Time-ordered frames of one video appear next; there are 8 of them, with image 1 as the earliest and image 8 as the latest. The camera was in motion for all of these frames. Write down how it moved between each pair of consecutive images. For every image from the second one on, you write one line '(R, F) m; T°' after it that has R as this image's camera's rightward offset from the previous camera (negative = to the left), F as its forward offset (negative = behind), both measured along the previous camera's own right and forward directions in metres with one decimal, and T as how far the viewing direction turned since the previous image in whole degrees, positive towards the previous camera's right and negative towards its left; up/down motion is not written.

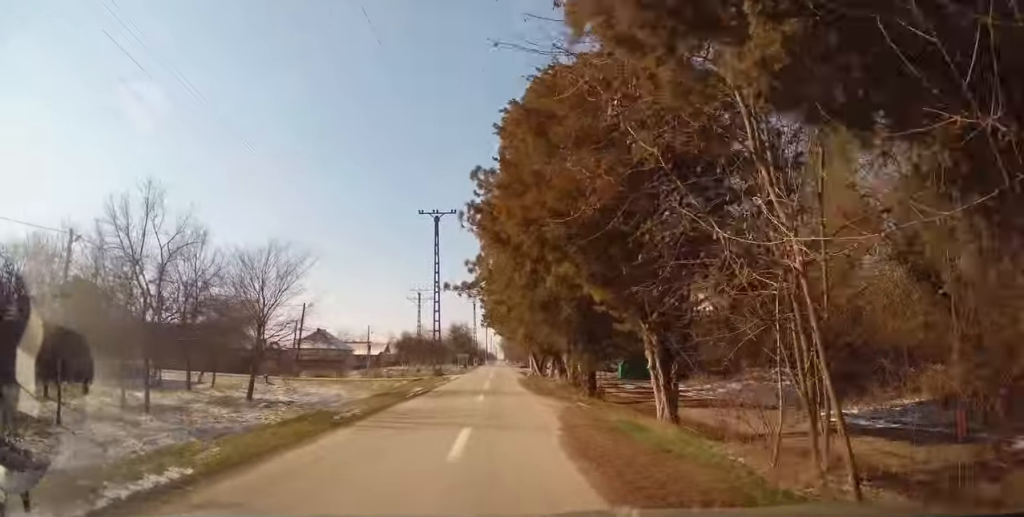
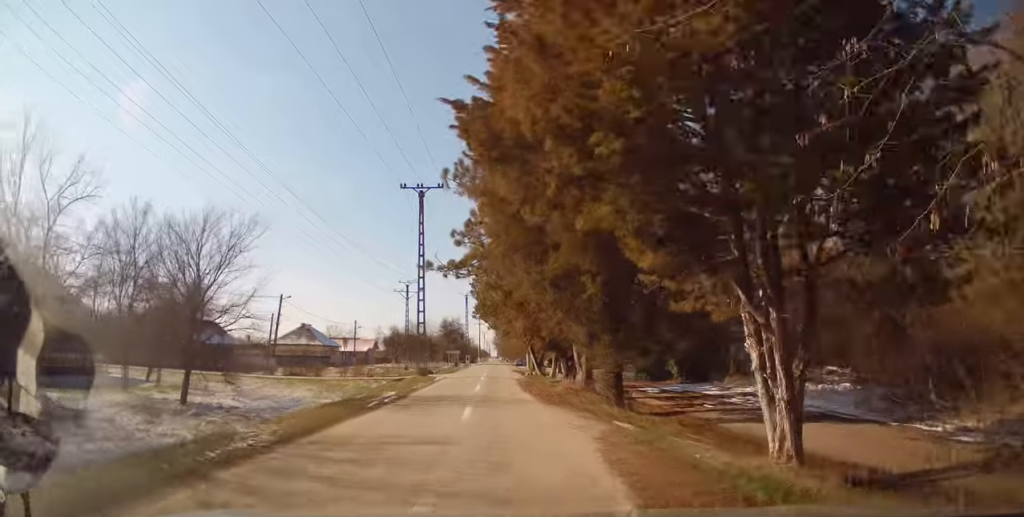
(0.0, +5.2) m; 0°
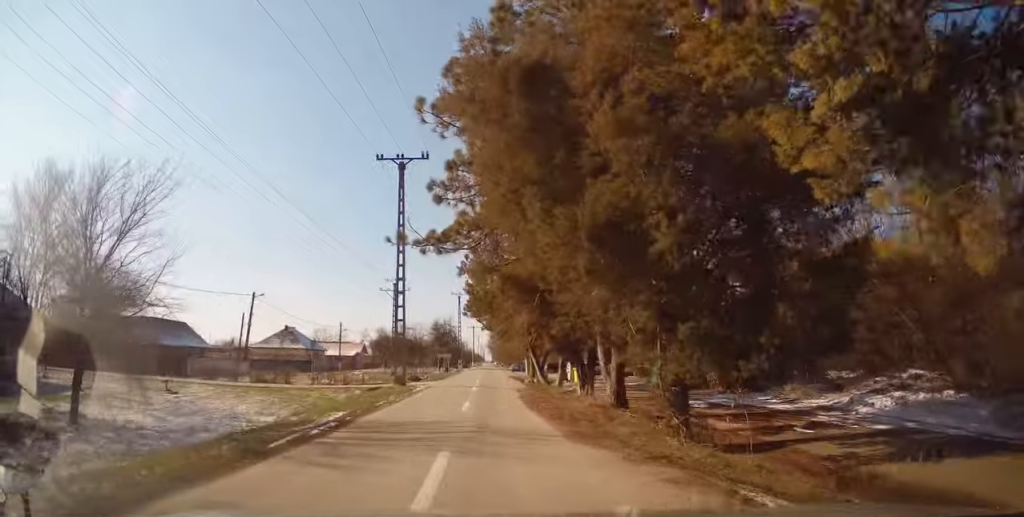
(0.0, +6.1) m; 0°
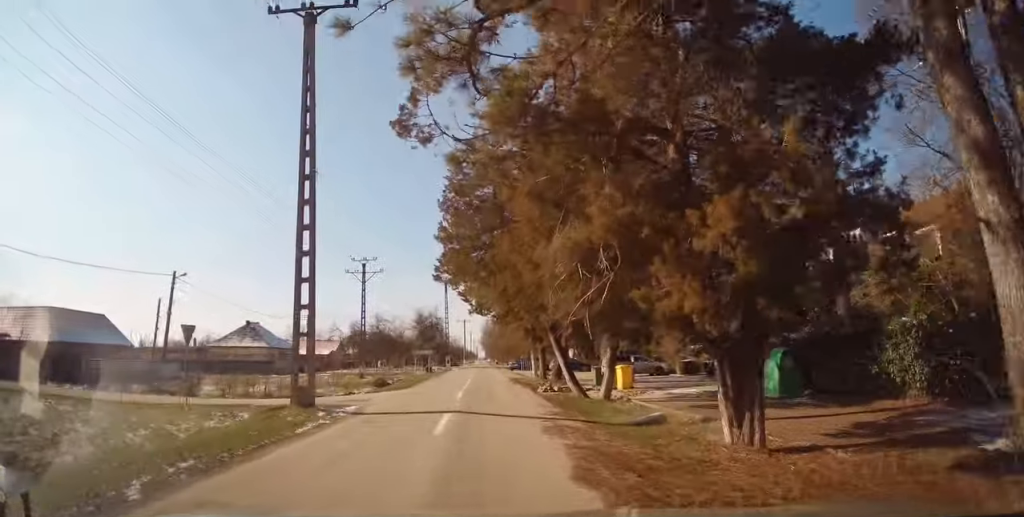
(+0.2, +13.5) m; +3°
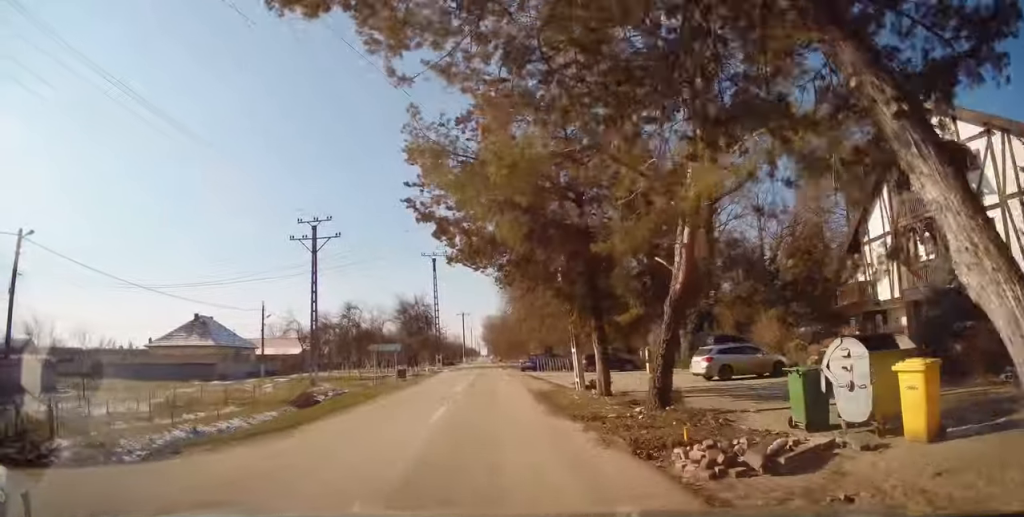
(0.0, +16.2) m; 0°
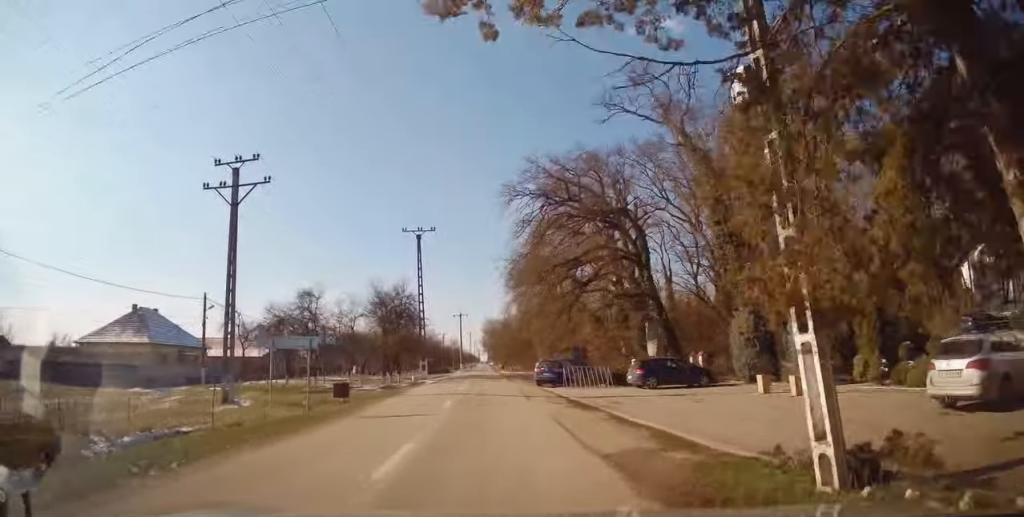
(+0.4, +13.1) m; +3°
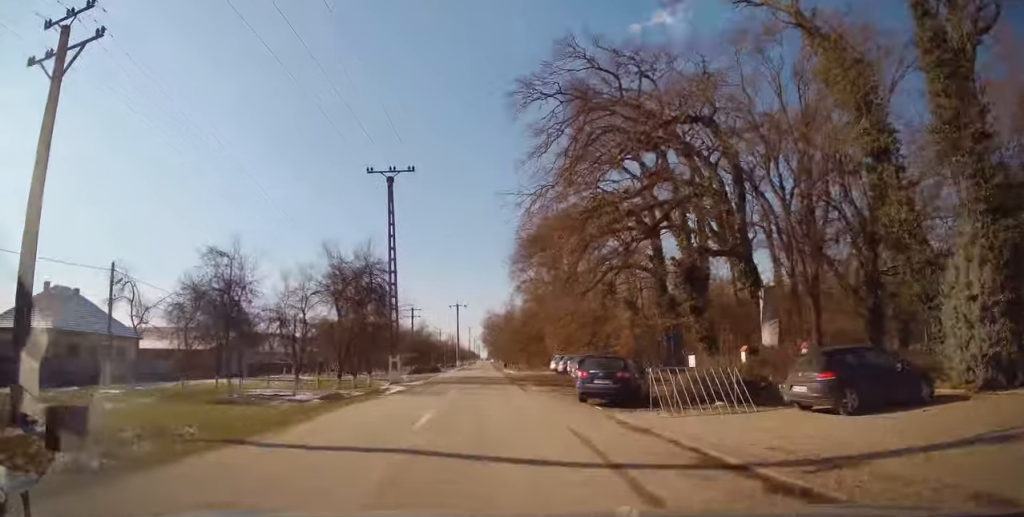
(-0.2, +13.6) m; -3°
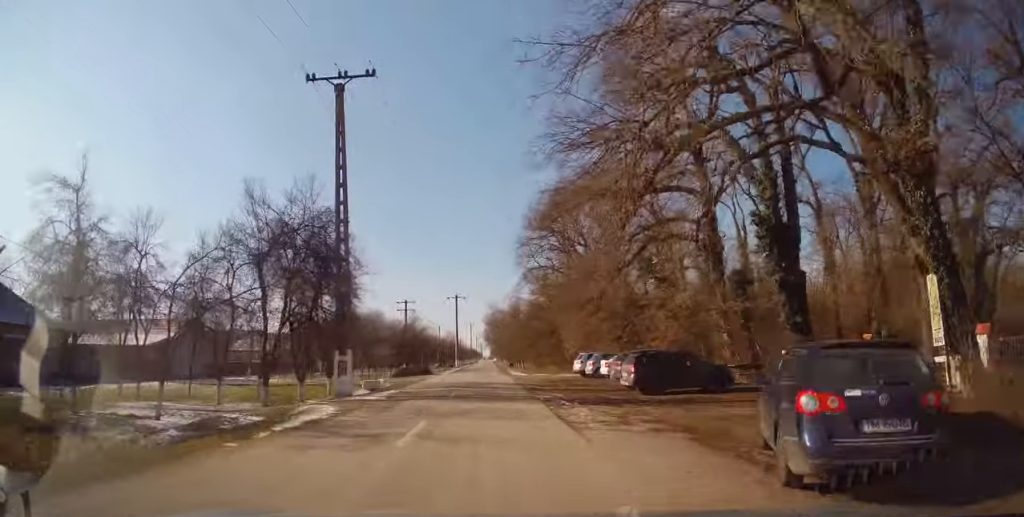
(-0.4, +11.4) m; 0°
